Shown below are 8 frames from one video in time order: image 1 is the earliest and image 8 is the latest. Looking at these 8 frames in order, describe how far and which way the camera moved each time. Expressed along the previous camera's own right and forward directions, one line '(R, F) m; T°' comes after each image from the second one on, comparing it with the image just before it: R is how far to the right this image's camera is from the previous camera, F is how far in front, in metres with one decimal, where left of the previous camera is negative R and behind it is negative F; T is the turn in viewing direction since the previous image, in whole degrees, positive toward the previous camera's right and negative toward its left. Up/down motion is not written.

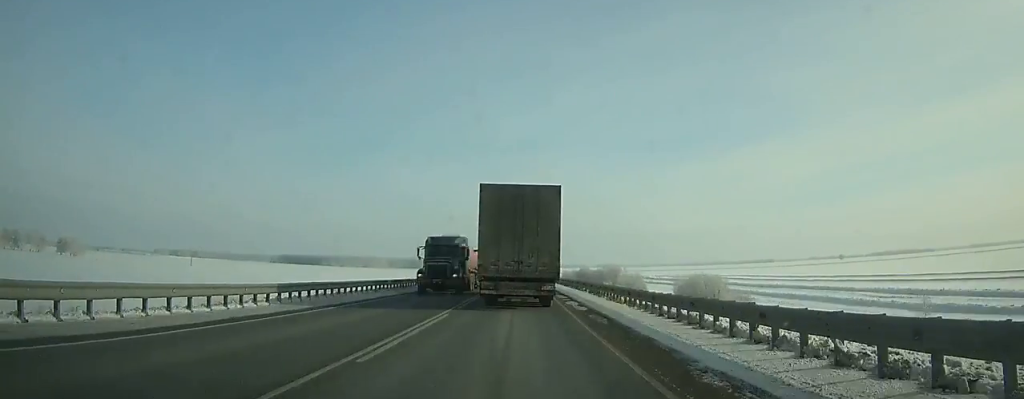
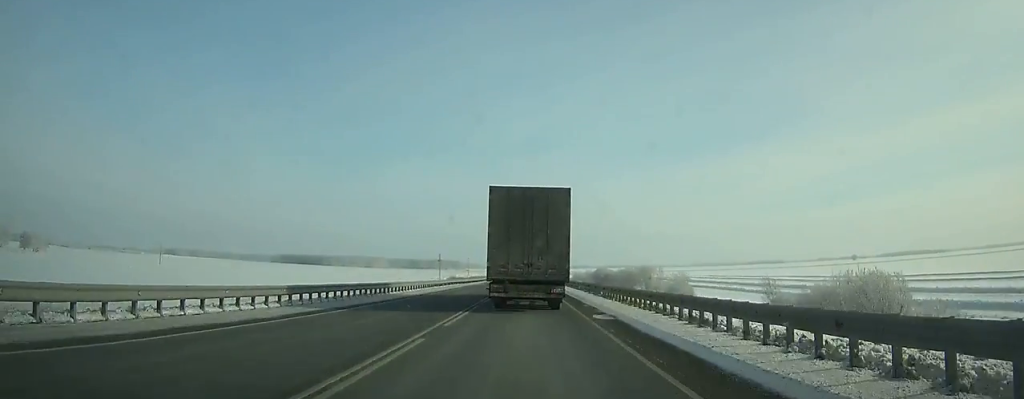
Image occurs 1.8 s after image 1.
(-0.3, +42.1) m; 0°
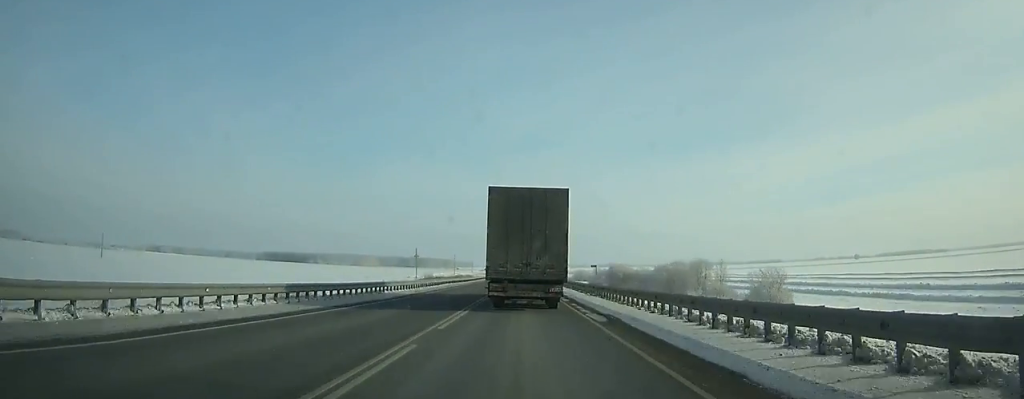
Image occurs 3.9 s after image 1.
(+0.3, +49.0) m; 0°
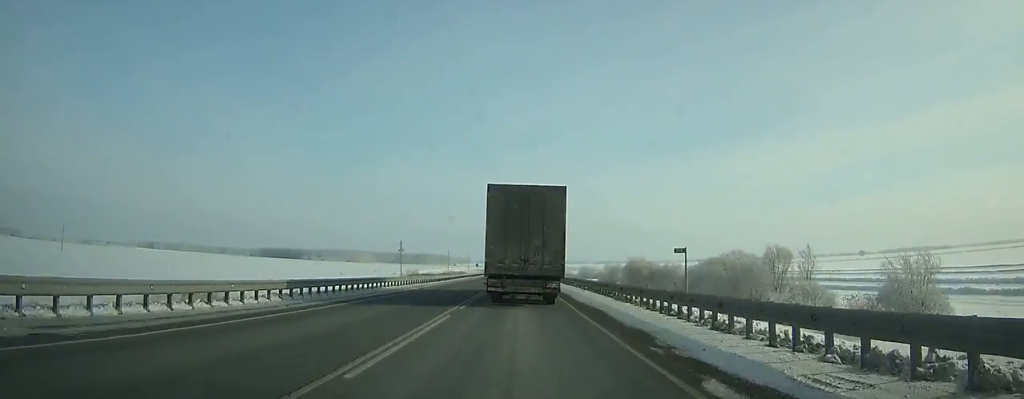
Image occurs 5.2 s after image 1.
(0.0, +30.4) m; 0°
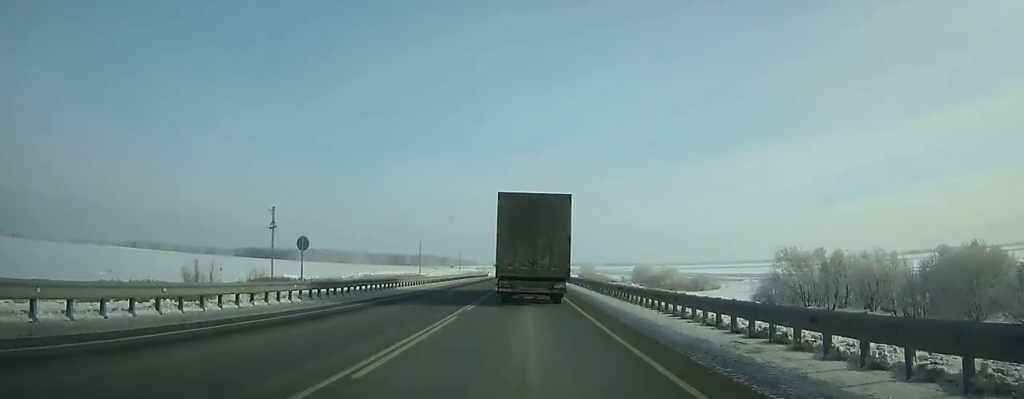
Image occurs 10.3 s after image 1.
(-0.7, +119.7) m; 0°
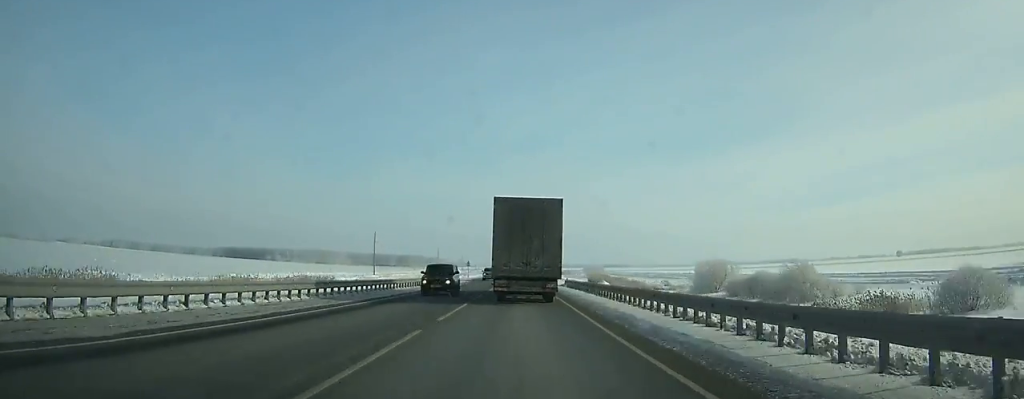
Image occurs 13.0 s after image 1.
(+0.3, +63.7) m; 0°
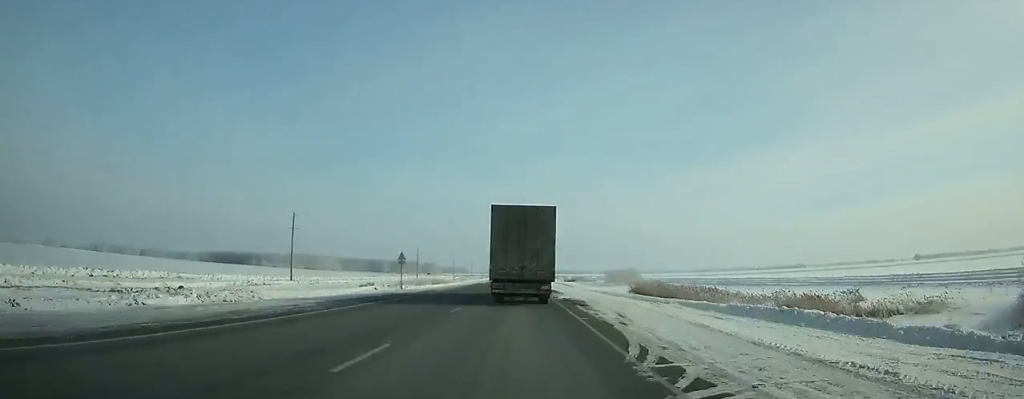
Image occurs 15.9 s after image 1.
(+0.1, +68.6) m; 0°
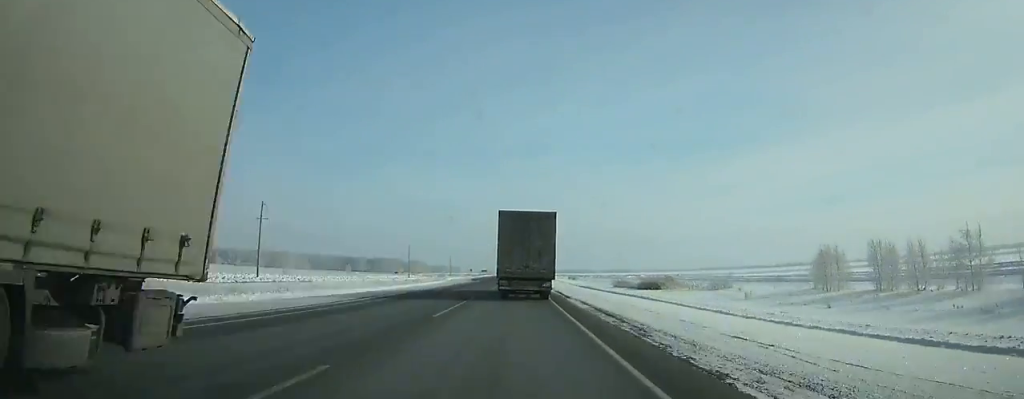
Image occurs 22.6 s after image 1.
(-0.2, +158.3) m; 0°
